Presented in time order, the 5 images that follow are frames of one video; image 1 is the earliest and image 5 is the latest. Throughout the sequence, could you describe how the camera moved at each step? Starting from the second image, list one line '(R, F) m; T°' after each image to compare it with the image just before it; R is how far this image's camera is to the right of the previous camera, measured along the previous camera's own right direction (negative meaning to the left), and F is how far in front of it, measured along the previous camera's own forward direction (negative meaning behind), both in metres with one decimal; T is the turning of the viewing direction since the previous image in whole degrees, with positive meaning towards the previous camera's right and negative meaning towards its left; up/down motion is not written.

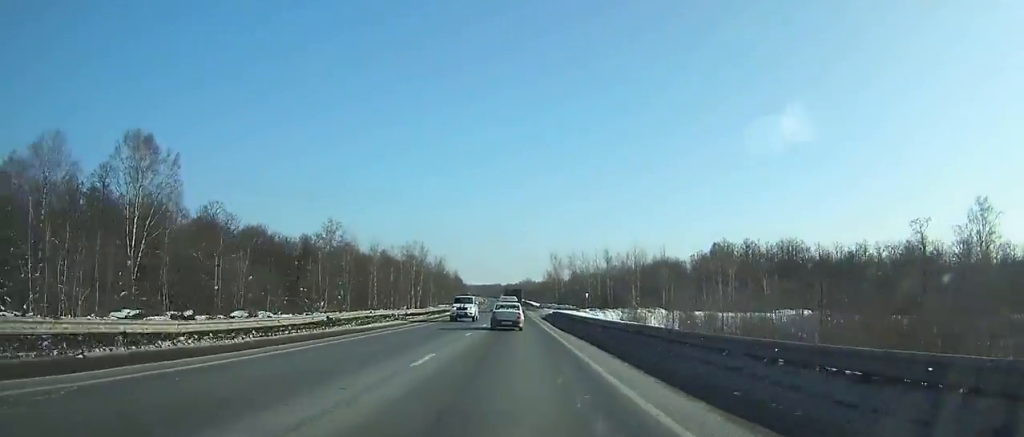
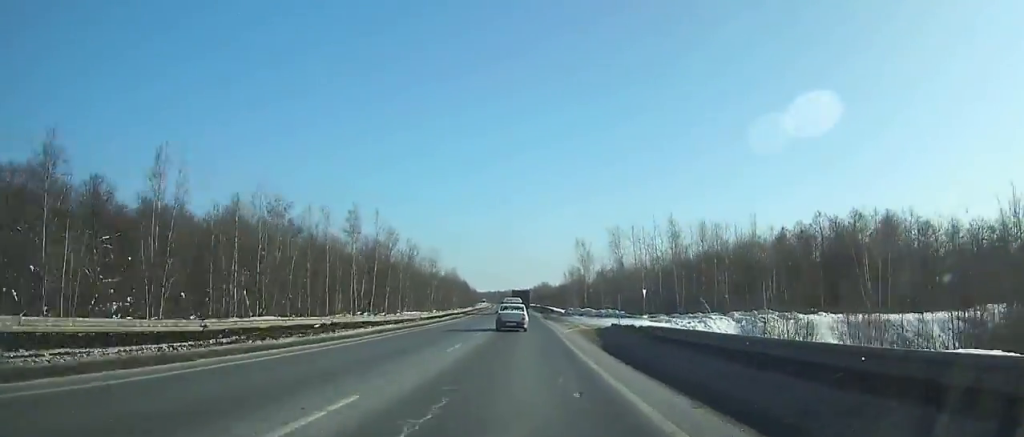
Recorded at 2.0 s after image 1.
(-0.4, +43.5) m; -1°
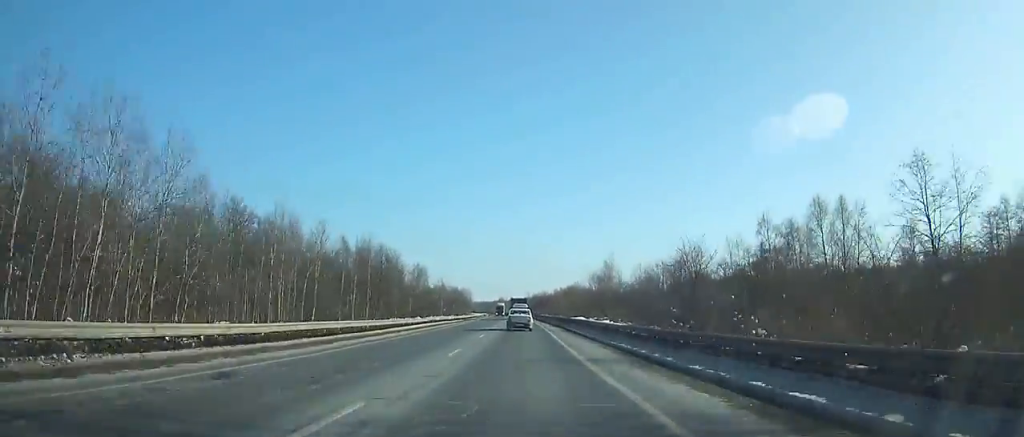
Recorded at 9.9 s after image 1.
(-4.3, +172.5) m; -3°
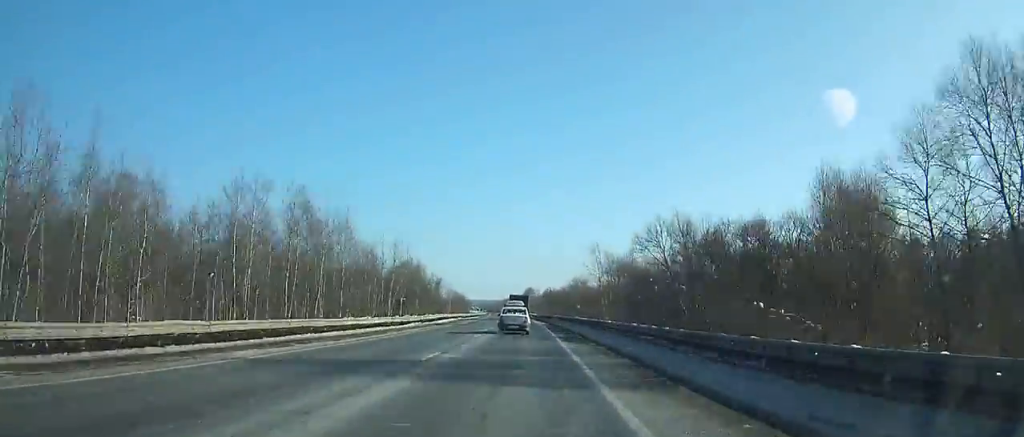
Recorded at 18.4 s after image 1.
(-4.4, +194.9) m; -3°
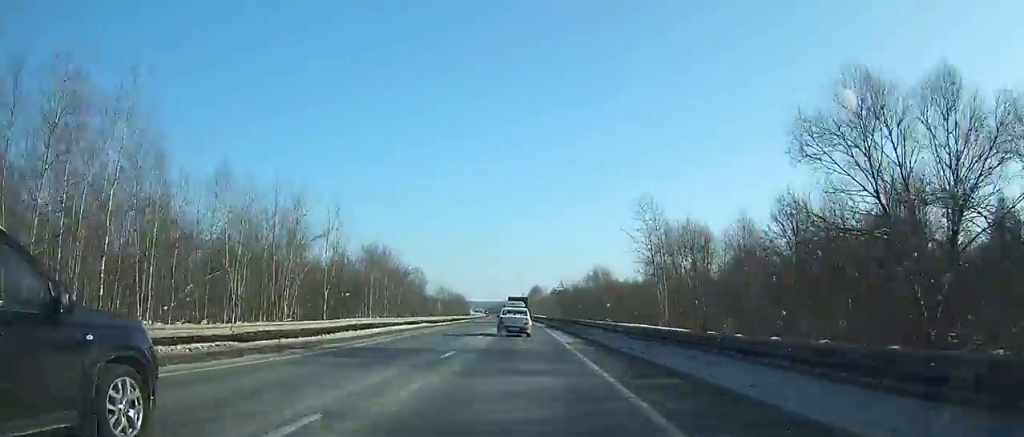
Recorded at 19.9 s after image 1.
(-0.2, +34.4) m; -1°
